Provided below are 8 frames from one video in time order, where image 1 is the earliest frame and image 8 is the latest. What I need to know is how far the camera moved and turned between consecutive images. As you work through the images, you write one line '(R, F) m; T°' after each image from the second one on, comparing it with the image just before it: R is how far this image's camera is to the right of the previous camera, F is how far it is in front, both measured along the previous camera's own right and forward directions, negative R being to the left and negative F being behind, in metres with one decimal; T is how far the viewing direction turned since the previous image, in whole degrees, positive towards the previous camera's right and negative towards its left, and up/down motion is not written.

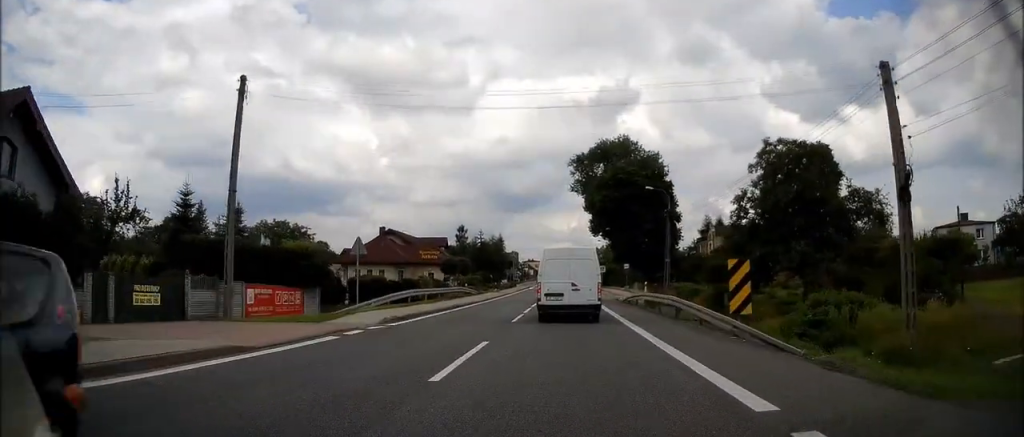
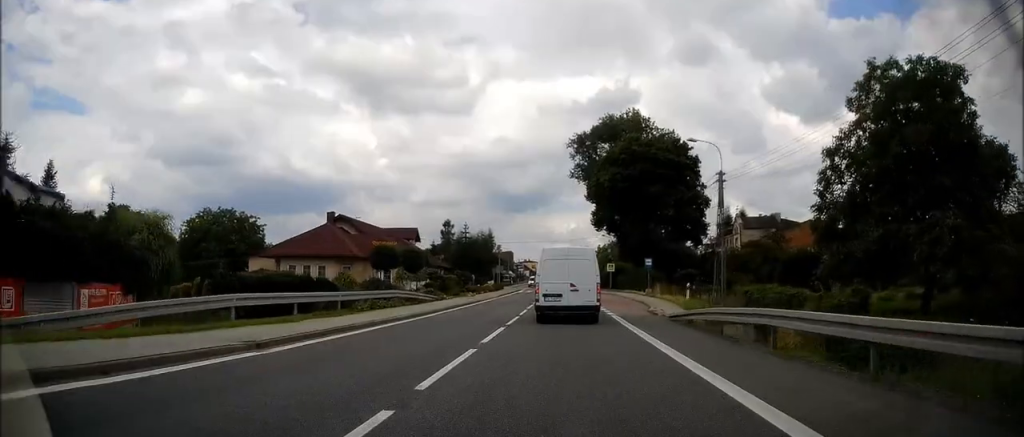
(+0.2, +18.3) m; 0°
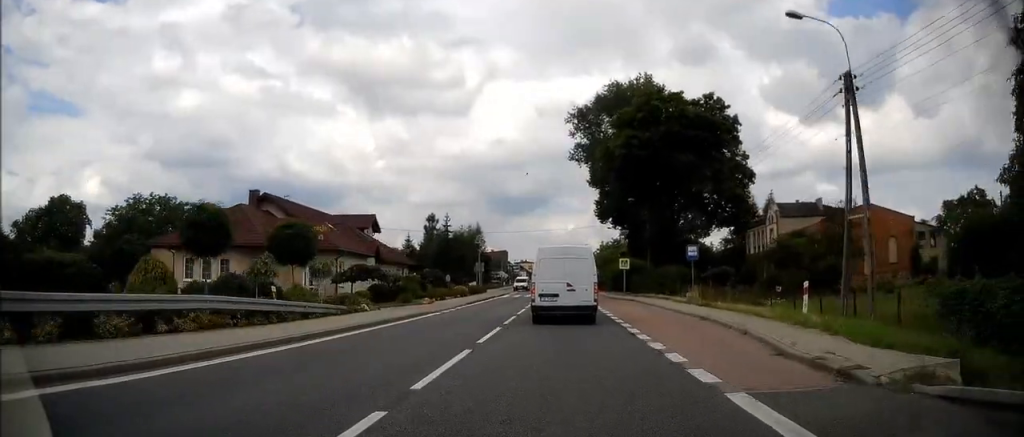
(-0.4, +16.9) m; -1°
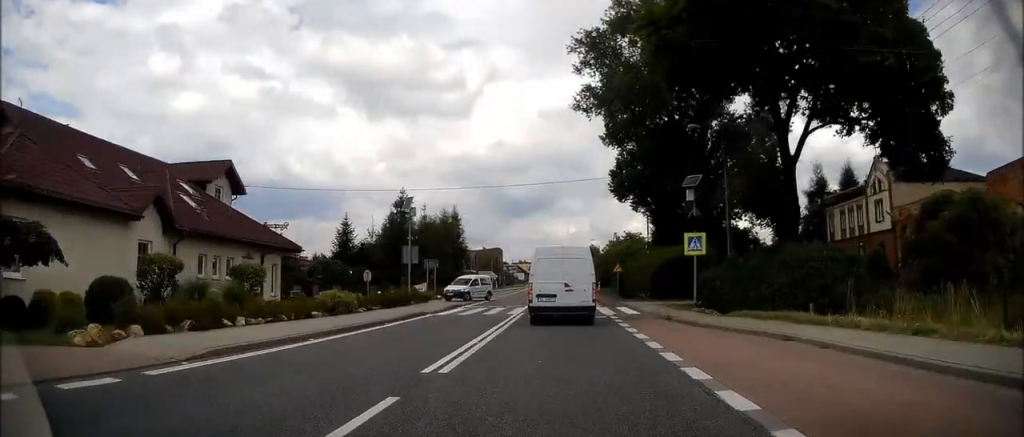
(+0.5, +28.0) m; +2°
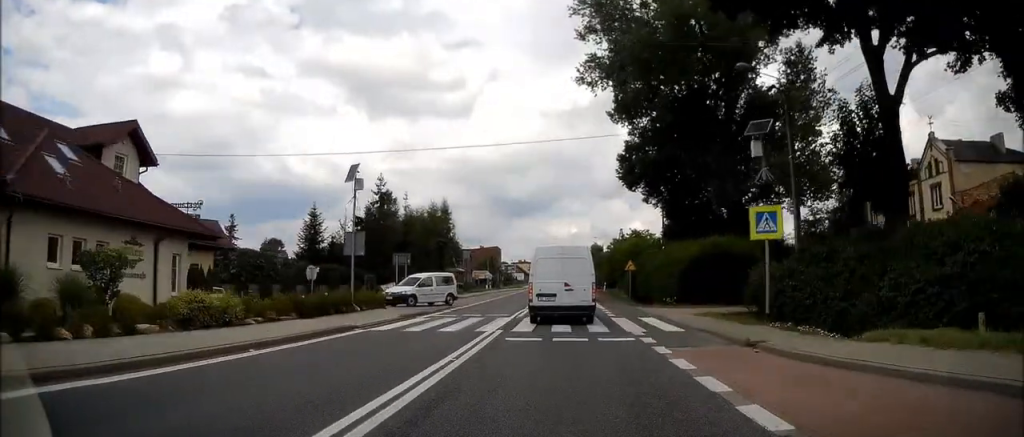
(0.0, +8.5) m; -1°
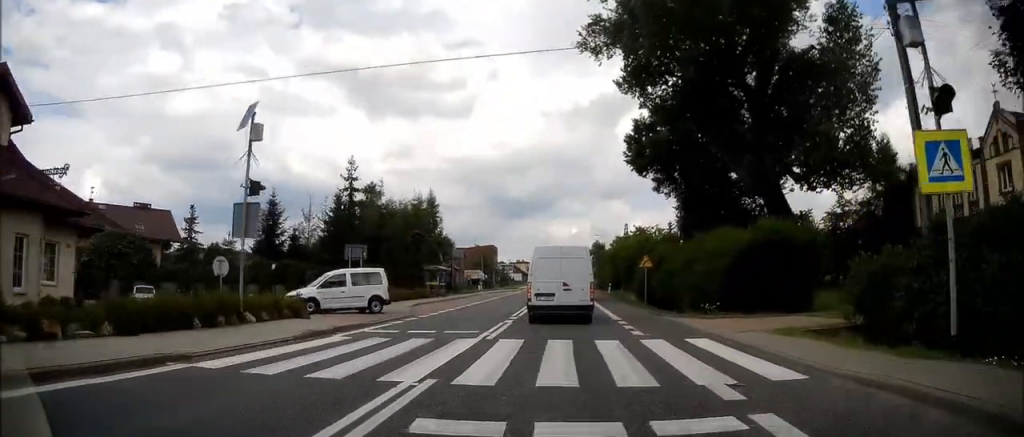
(0.0, +8.5) m; -1°
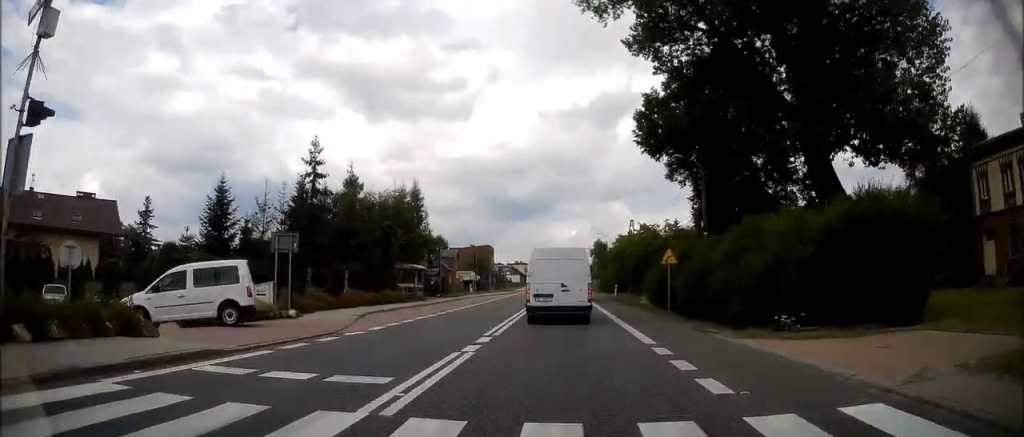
(-0.1, +8.0) m; -1°
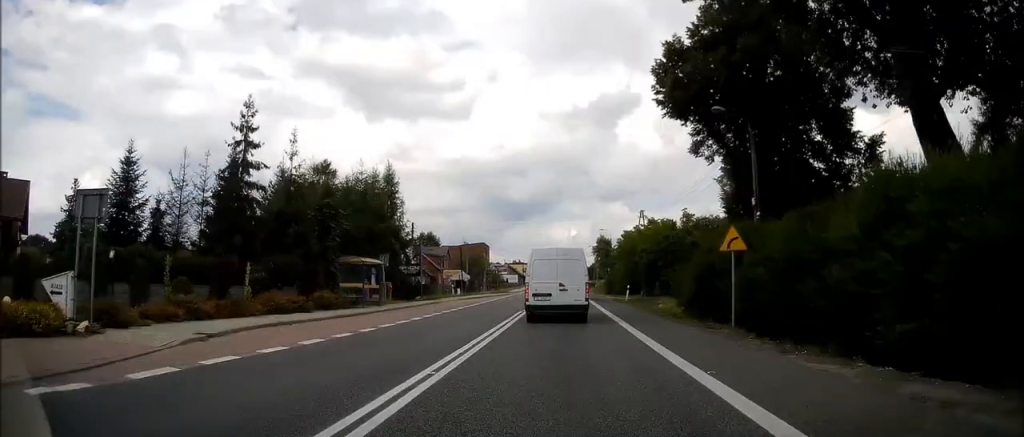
(0.0, +10.5) m; 0°
